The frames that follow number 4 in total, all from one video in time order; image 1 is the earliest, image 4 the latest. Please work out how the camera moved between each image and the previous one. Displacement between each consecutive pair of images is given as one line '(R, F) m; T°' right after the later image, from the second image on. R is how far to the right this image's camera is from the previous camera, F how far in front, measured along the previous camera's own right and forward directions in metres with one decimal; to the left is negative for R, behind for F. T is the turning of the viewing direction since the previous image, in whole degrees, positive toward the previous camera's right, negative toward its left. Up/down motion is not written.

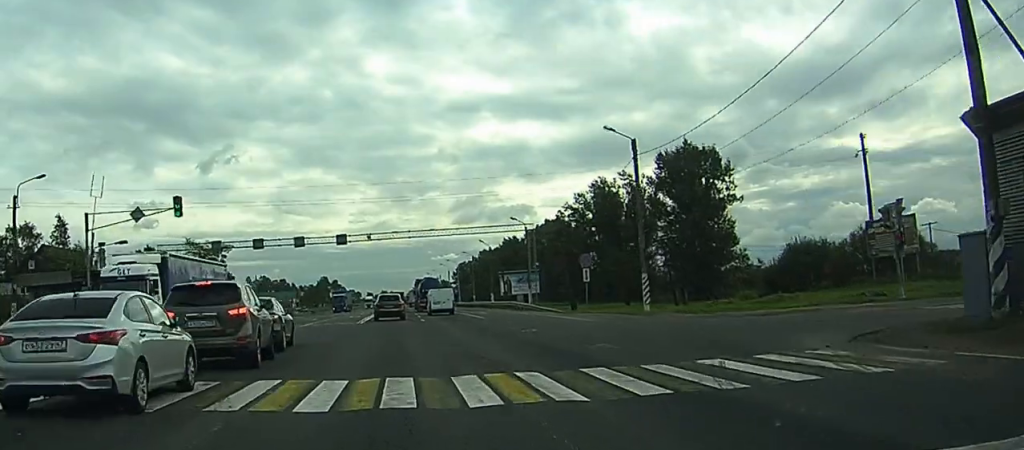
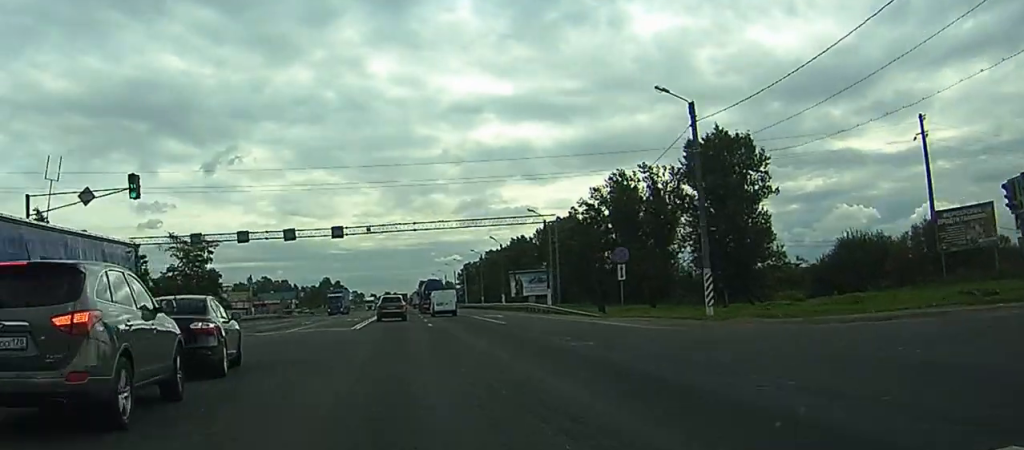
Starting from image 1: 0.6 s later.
(0.0, +8.8) m; 0°
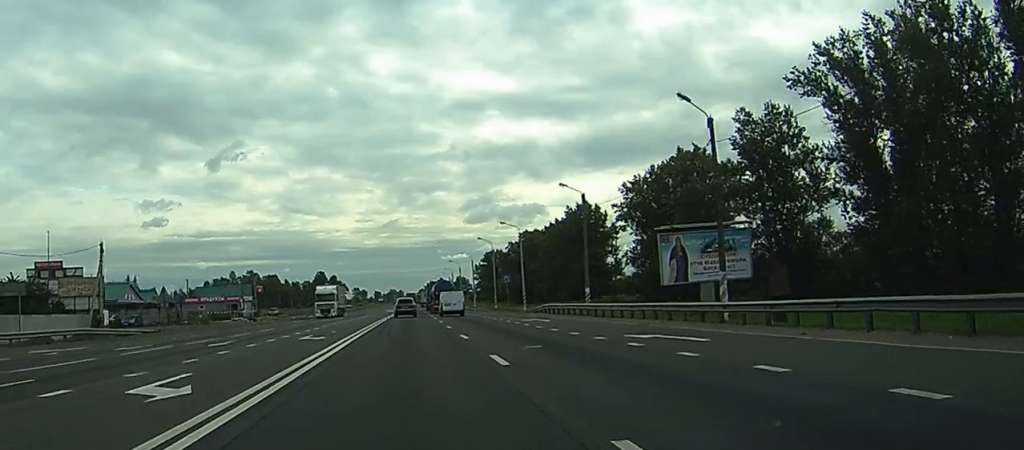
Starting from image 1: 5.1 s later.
(-0.3, +74.4) m; -1°
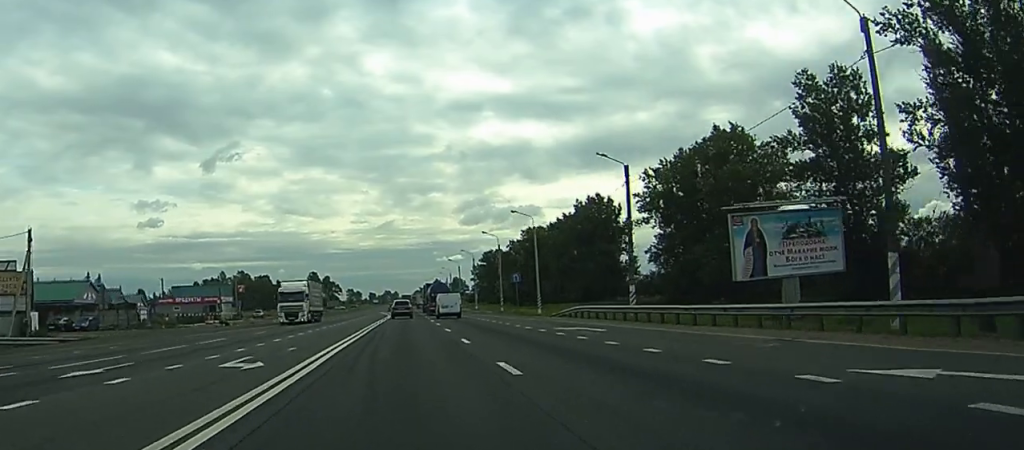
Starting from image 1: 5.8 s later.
(+0.3, +14.0) m; +1°
